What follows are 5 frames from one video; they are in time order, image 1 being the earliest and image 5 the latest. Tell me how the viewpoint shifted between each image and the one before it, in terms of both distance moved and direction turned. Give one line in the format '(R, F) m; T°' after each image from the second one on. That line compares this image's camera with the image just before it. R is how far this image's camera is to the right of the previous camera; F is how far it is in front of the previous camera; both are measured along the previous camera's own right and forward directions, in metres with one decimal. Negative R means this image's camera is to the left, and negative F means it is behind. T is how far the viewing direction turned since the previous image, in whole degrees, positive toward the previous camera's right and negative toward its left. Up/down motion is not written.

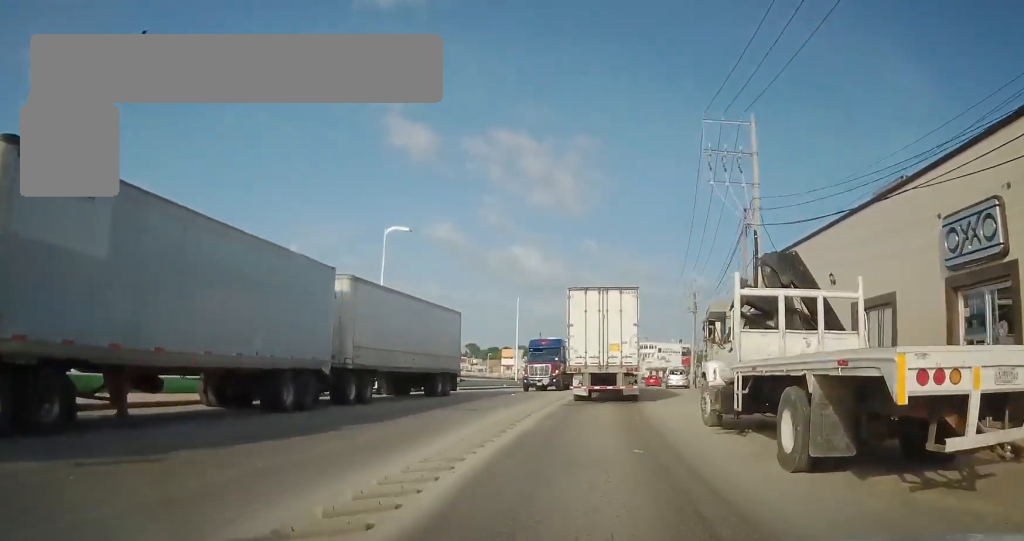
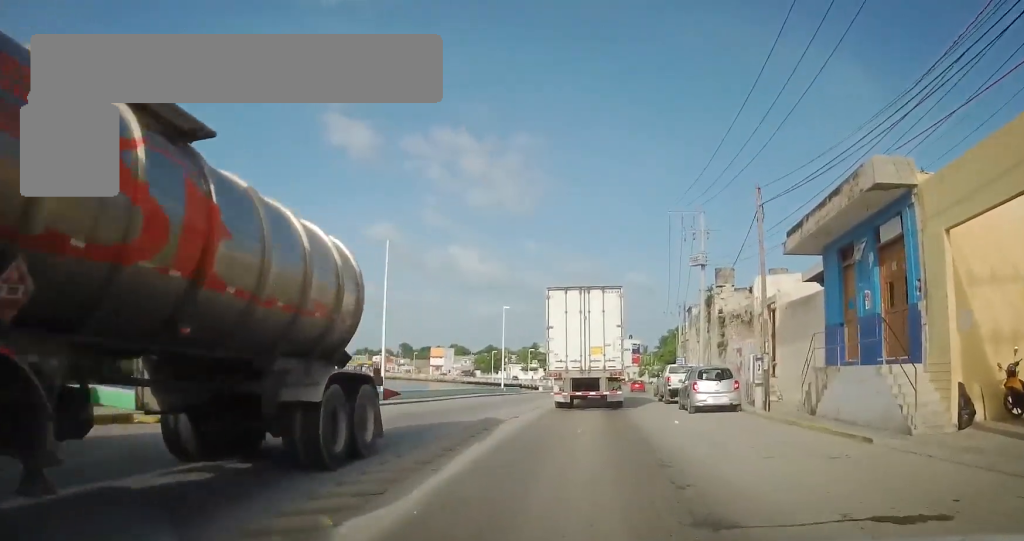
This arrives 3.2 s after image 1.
(+1.7, +27.2) m; +6°
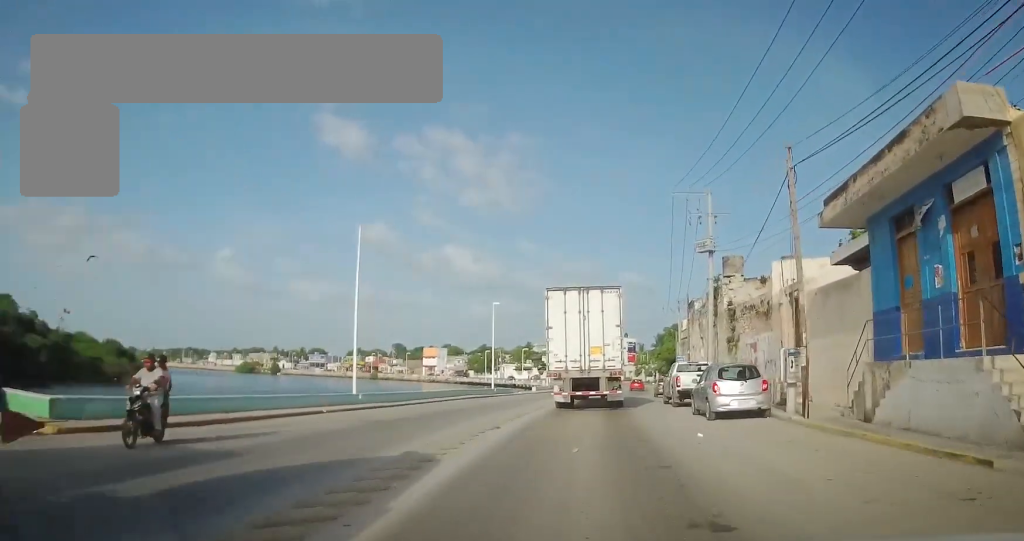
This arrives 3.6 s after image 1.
(+0.1, +3.6) m; 0°
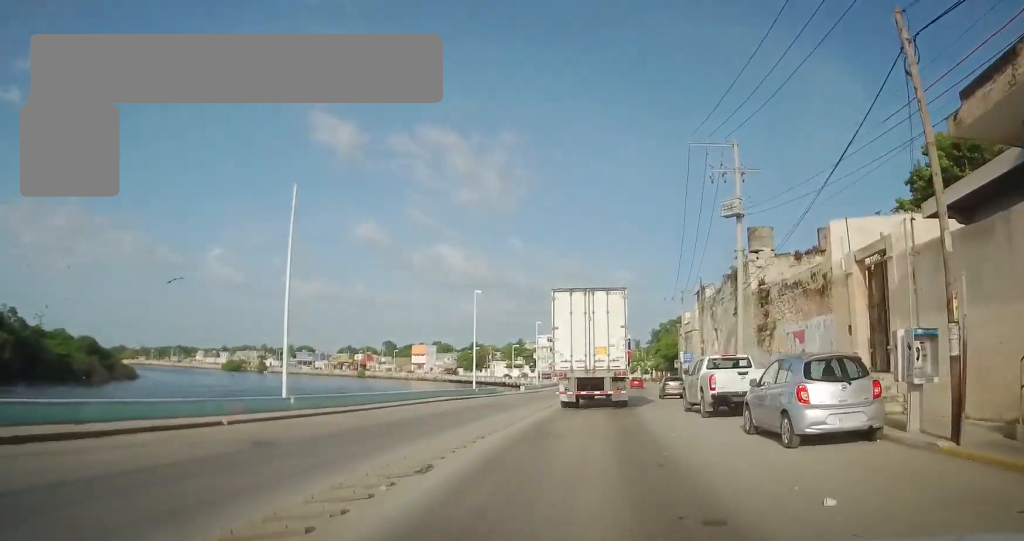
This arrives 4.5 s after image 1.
(-0.5, +6.8) m; 0°
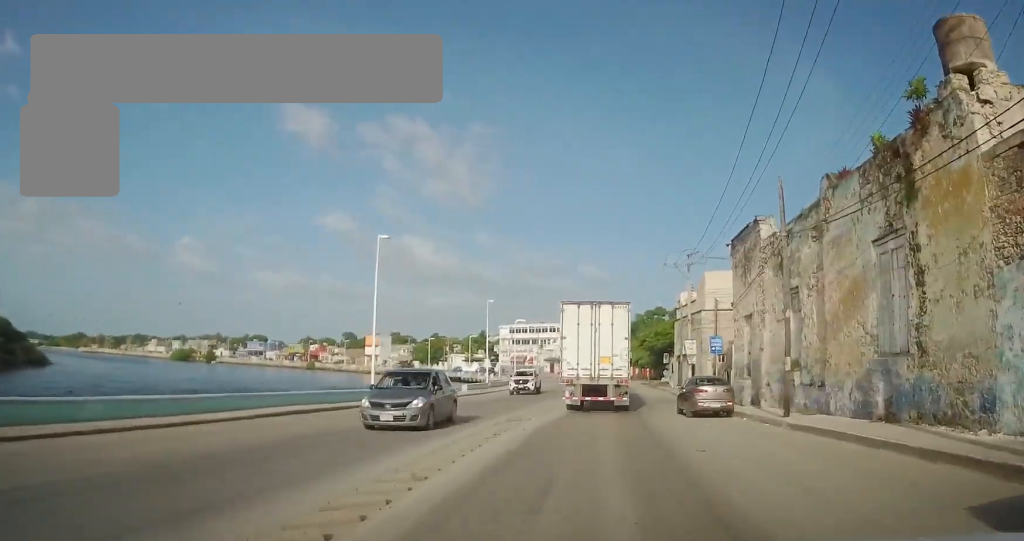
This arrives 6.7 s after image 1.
(+1.1, +18.7) m; +3°
